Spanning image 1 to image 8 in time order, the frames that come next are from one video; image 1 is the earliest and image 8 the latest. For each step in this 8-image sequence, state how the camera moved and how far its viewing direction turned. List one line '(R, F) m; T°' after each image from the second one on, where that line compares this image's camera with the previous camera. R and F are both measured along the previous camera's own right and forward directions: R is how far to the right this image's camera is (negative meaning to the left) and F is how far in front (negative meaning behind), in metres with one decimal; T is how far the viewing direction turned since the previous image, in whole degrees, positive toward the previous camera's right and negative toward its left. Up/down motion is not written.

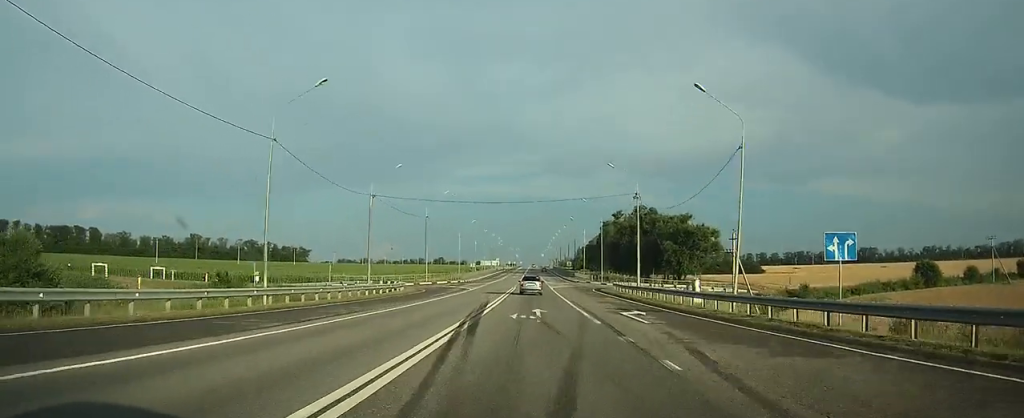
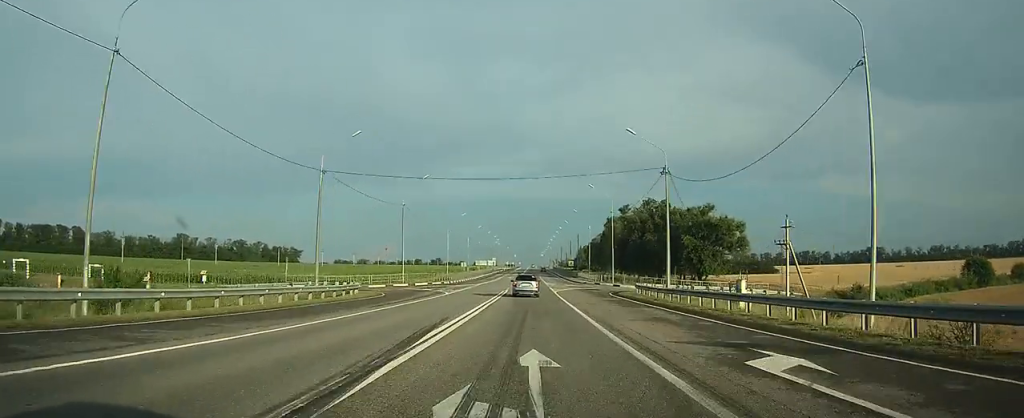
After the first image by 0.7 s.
(+0.1, +16.4) m; 0°
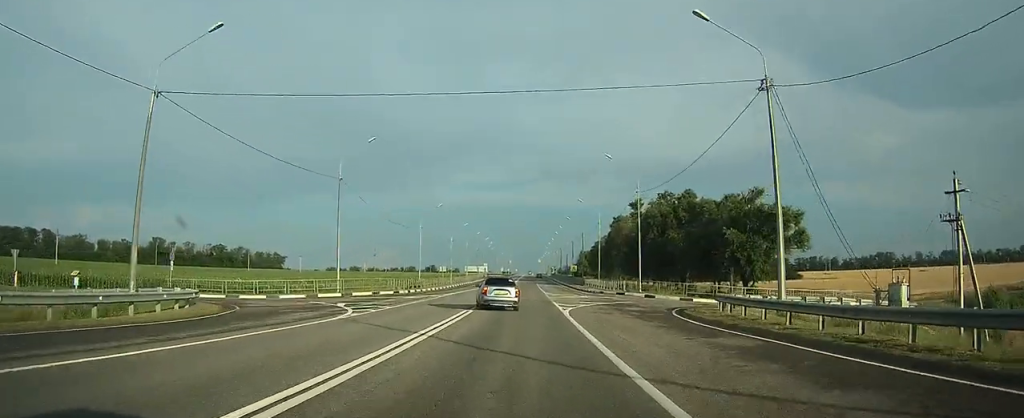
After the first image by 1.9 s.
(+0.1, +26.3) m; 0°
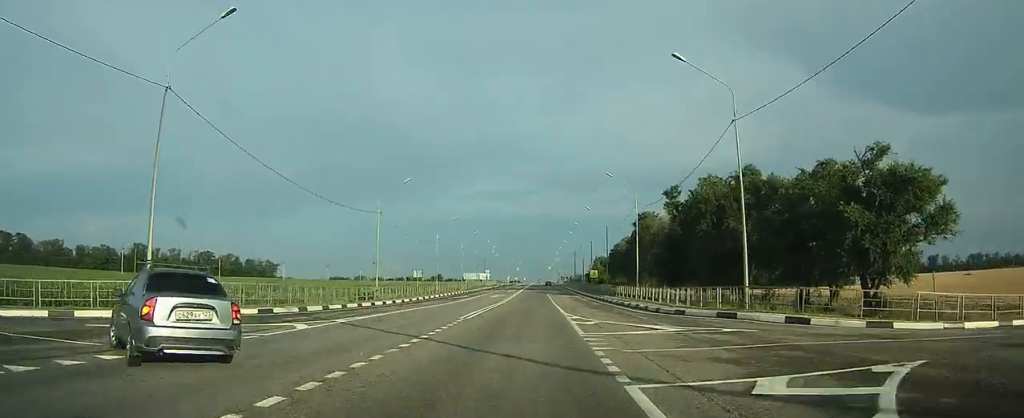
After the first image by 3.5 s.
(0.0, +29.2) m; 0°
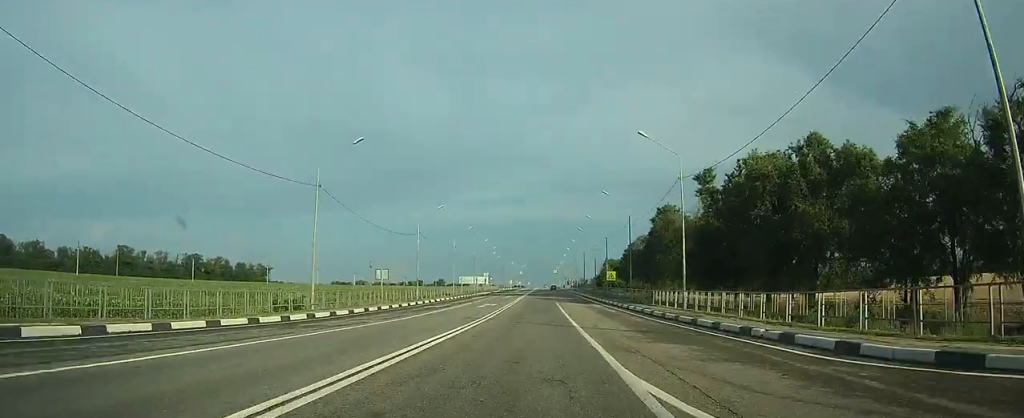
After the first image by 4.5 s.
(0.0, +18.2) m; 0°
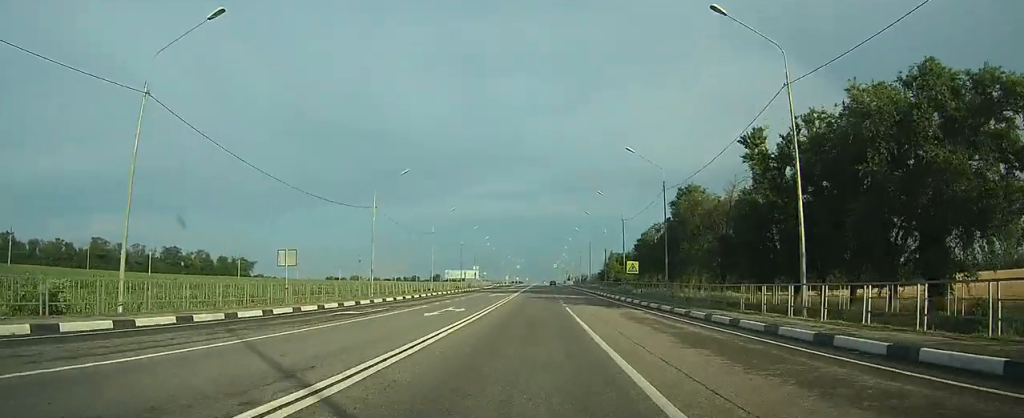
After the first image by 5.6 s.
(0.0, +19.6) m; 0°
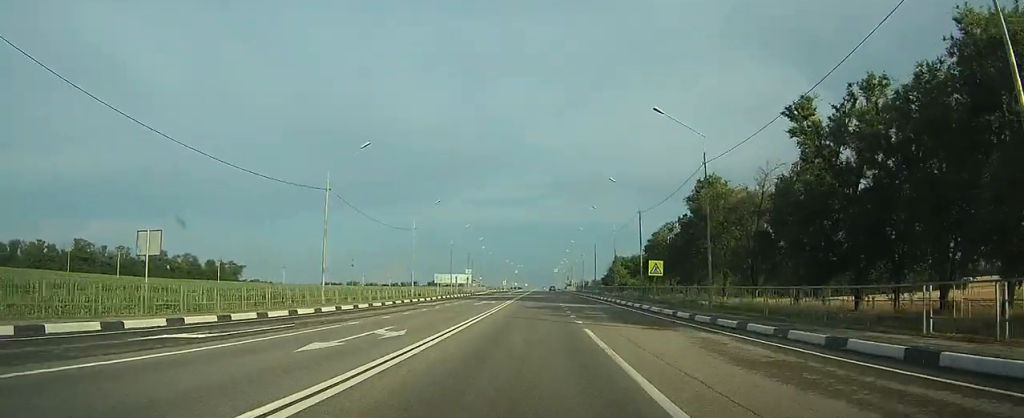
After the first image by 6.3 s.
(0.0, +12.1) m; 0°
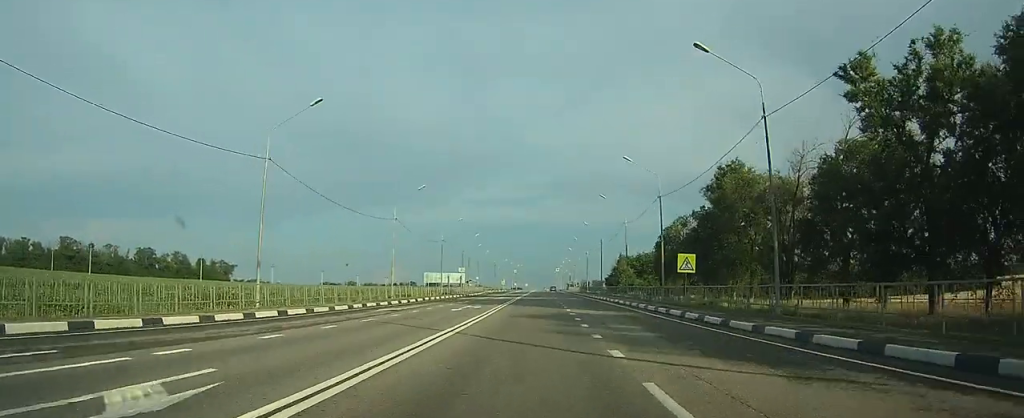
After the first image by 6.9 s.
(0.0, +9.8) m; 0°
